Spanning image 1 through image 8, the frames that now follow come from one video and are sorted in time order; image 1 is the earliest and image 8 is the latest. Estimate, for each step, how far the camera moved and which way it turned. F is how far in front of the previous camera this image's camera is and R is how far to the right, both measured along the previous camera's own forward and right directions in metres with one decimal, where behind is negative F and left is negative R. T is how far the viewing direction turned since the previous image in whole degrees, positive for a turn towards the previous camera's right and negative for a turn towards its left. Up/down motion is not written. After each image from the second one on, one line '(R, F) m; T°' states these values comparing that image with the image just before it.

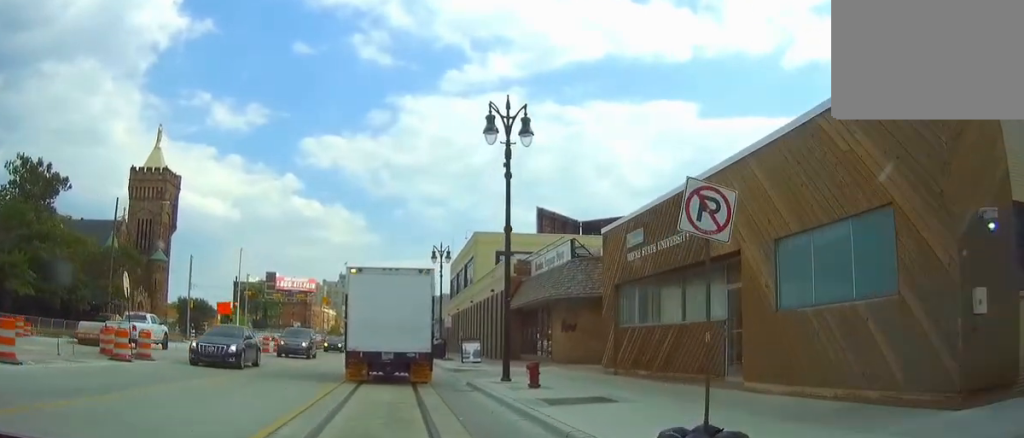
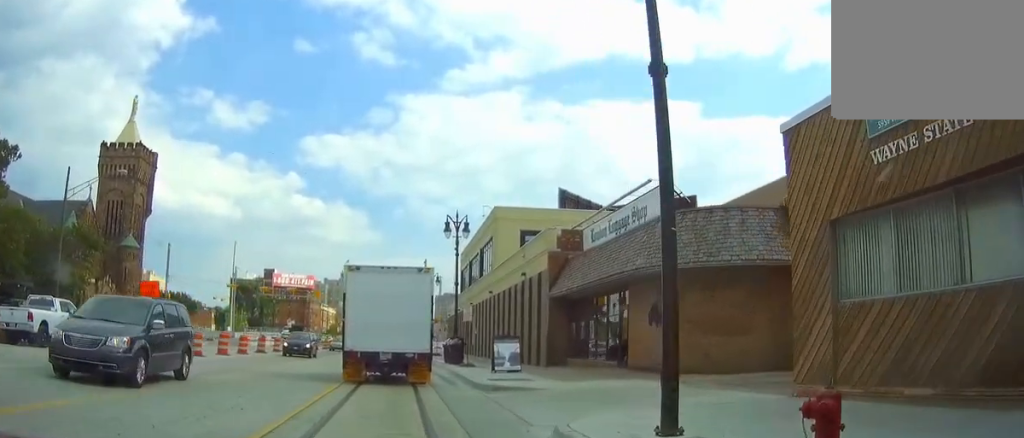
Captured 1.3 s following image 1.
(+0.1, +12.2) m; +1°
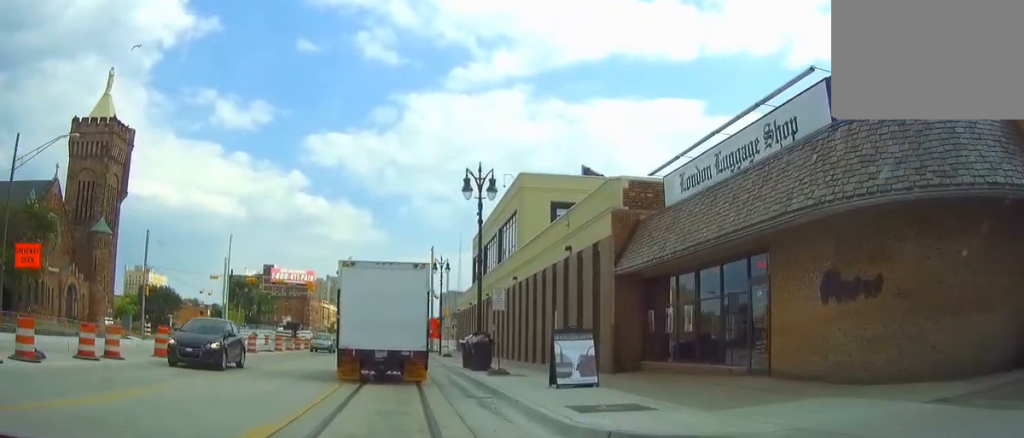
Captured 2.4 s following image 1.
(0.0, +9.6) m; 0°
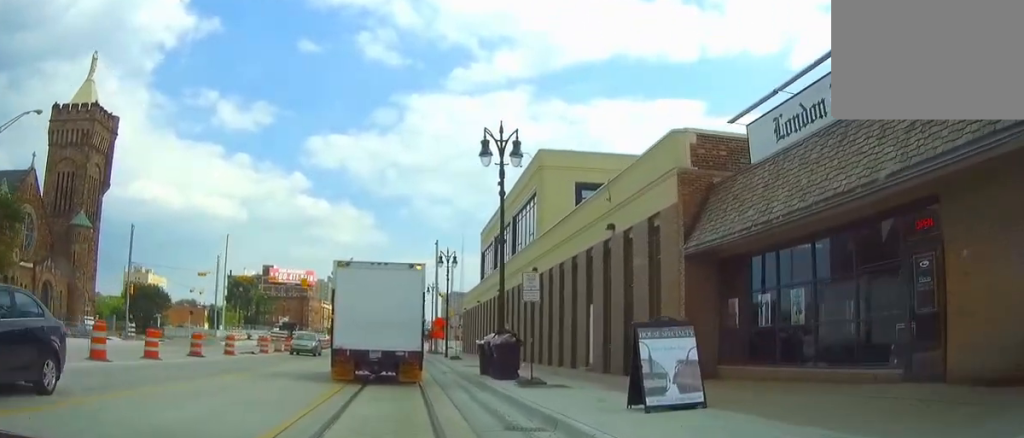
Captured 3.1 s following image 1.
(0.0, +6.0) m; 0°
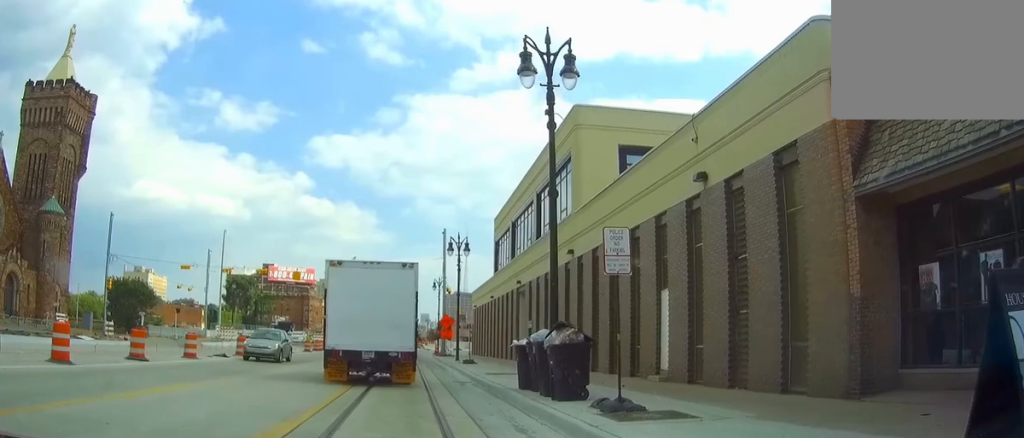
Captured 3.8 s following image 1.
(0.0, +7.1) m; 0°
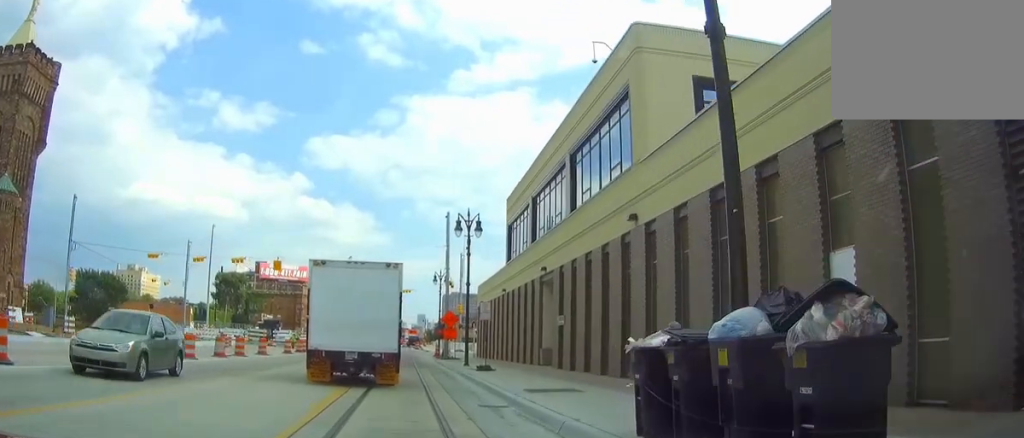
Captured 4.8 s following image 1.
(0.0, +8.7) m; -1°
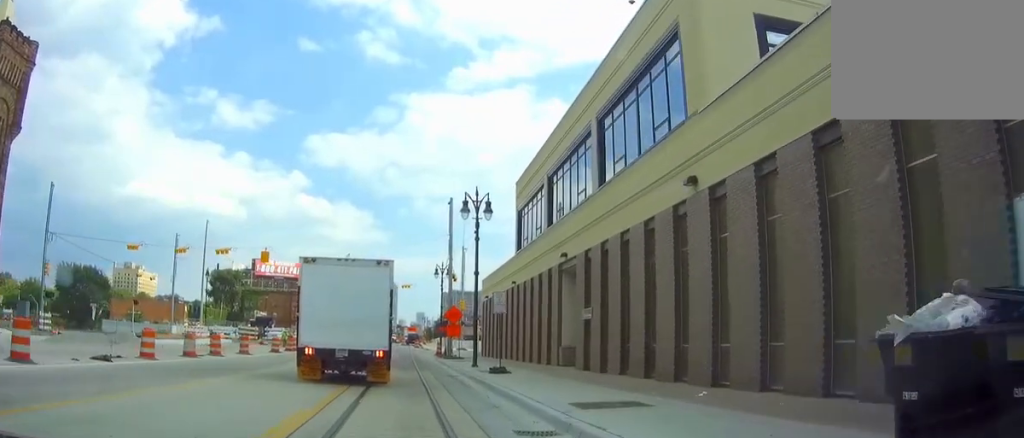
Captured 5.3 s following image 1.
(0.0, +4.9) m; -1°
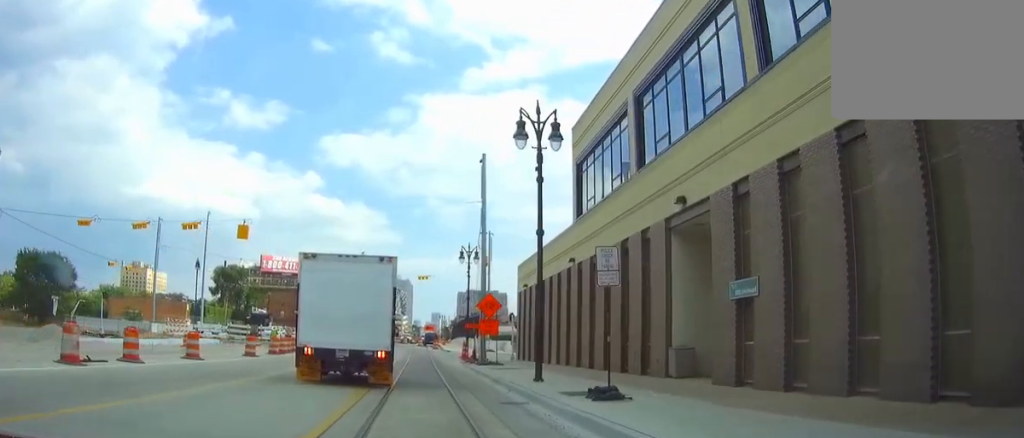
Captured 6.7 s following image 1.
(-0.4, +12.0) m; -3°
